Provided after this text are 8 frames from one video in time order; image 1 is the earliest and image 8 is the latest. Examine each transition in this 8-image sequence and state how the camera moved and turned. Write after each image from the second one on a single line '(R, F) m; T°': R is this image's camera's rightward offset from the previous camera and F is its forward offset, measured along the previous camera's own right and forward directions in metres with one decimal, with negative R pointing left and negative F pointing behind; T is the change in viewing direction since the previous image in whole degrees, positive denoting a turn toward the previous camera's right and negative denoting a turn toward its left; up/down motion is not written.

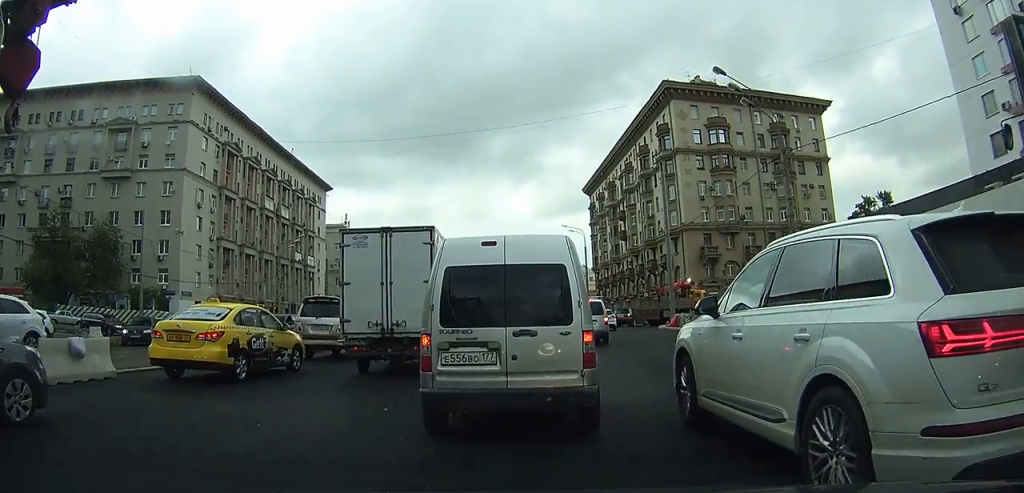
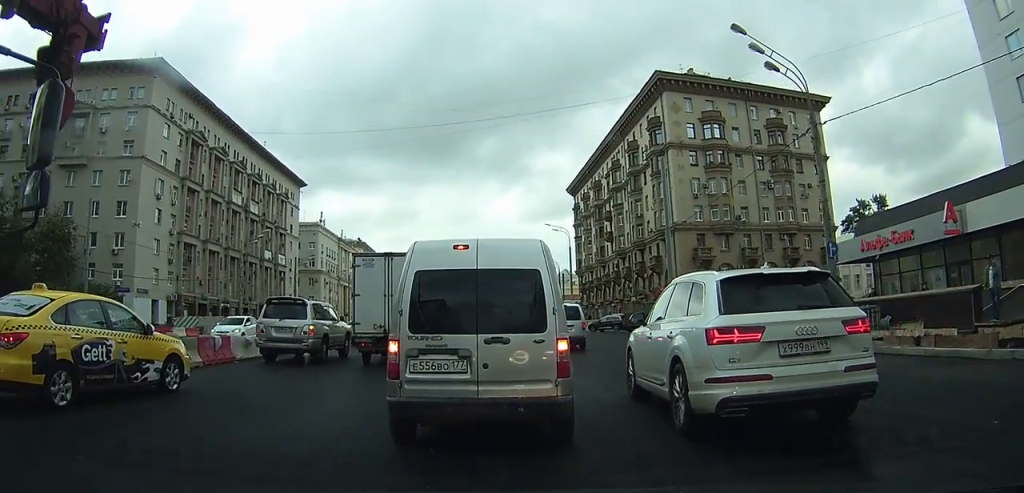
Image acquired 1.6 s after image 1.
(+0.1, +5.8) m; +3°
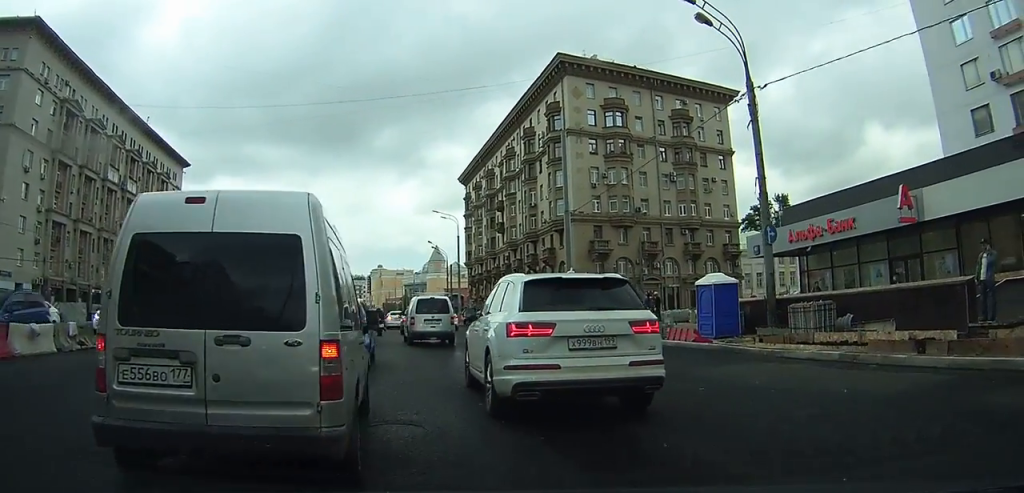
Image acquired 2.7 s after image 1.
(+0.1, +4.2) m; +3°
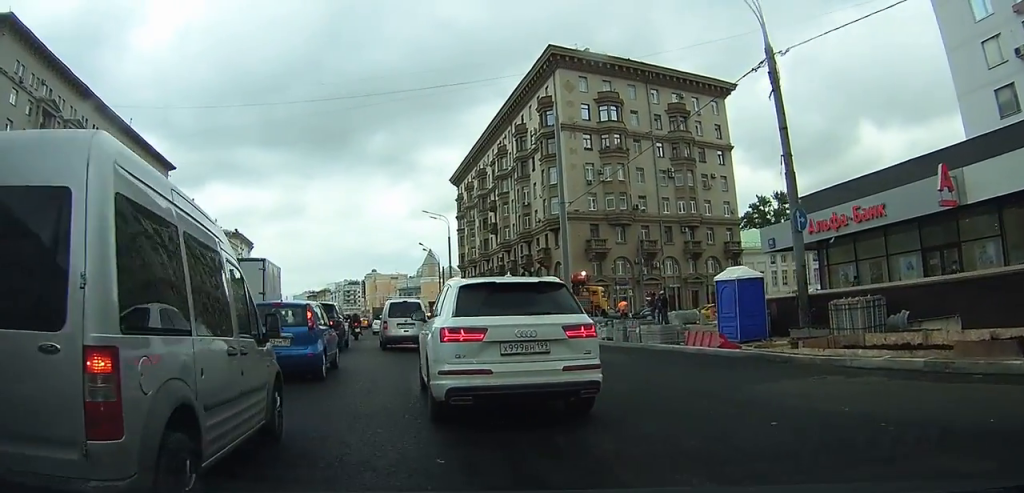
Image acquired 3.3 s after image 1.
(+0.1, +2.6) m; +1°
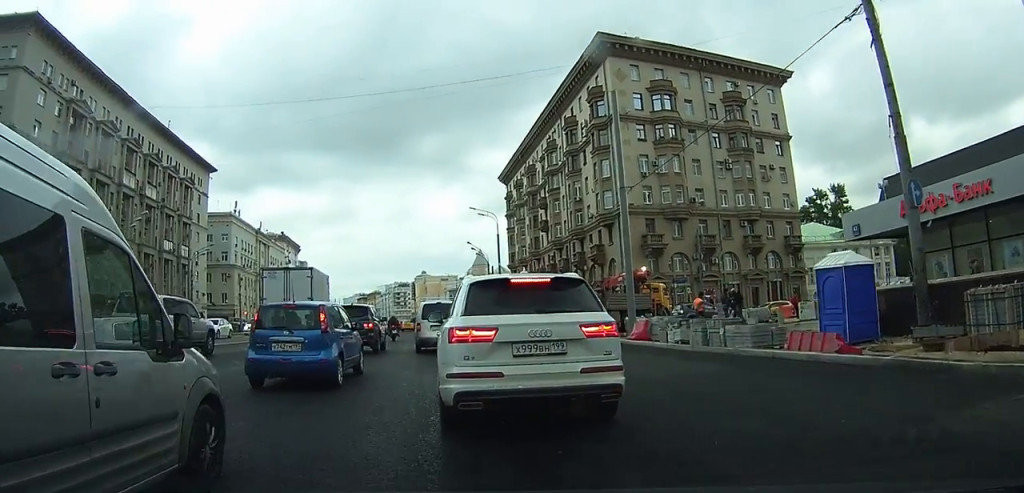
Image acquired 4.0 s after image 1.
(+0.1, +2.8) m; 0°
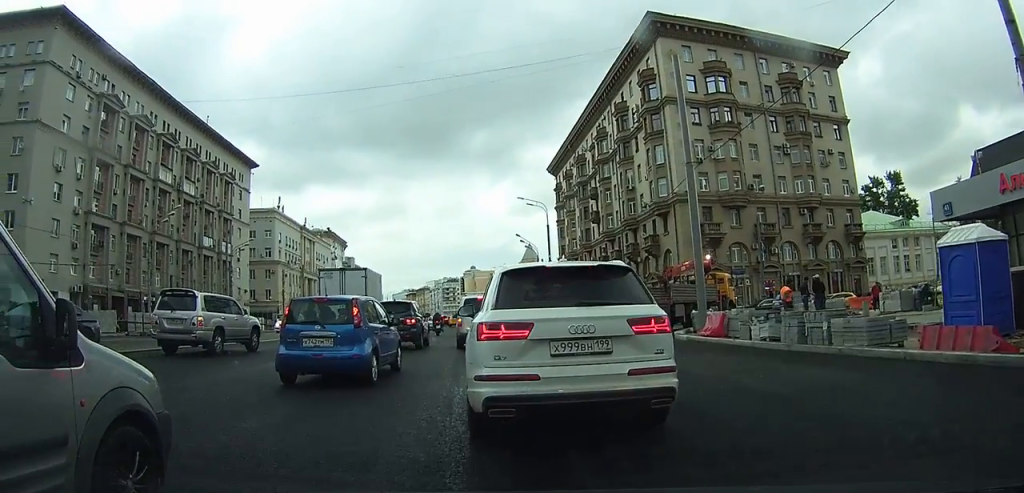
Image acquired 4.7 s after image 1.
(0.0, +2.5) m; -3°
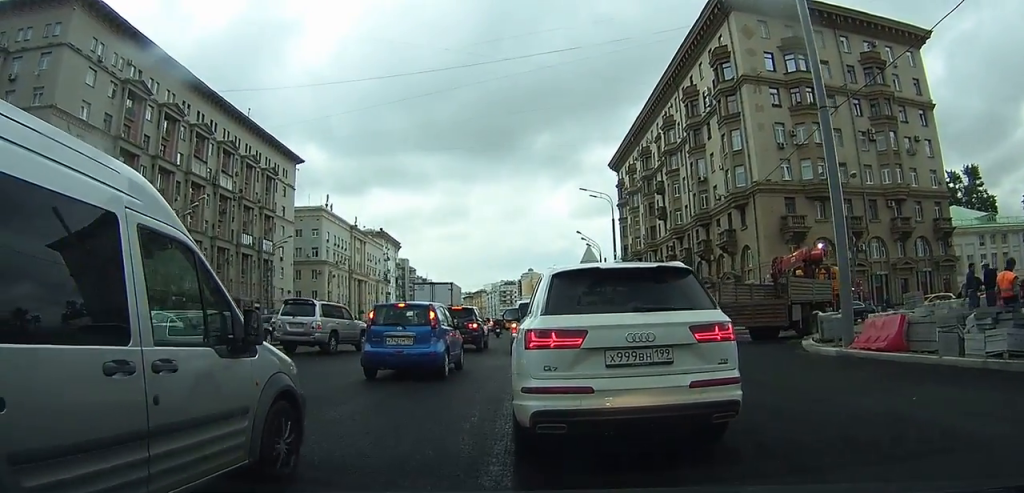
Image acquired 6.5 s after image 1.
(-0.5, +6.5) m; -8°
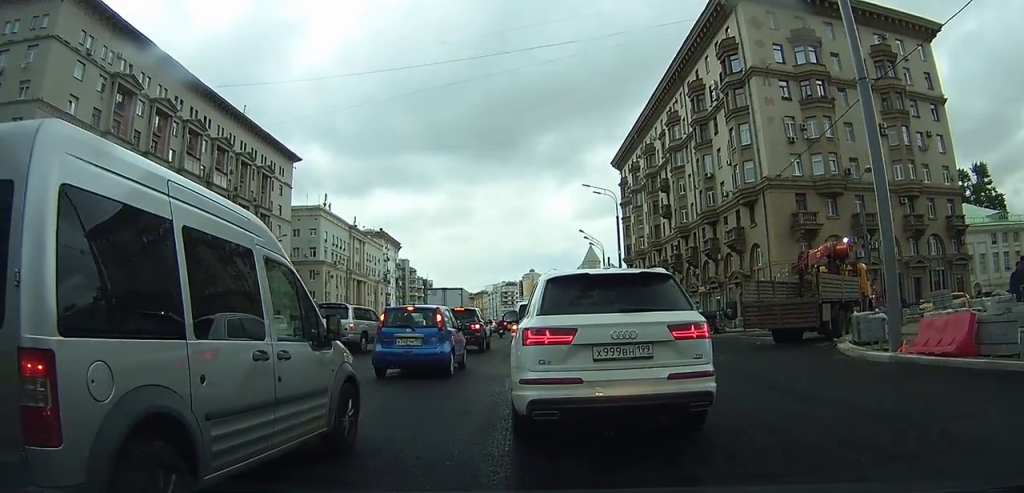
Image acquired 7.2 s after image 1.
(0.0, +2.3) m; -2°
